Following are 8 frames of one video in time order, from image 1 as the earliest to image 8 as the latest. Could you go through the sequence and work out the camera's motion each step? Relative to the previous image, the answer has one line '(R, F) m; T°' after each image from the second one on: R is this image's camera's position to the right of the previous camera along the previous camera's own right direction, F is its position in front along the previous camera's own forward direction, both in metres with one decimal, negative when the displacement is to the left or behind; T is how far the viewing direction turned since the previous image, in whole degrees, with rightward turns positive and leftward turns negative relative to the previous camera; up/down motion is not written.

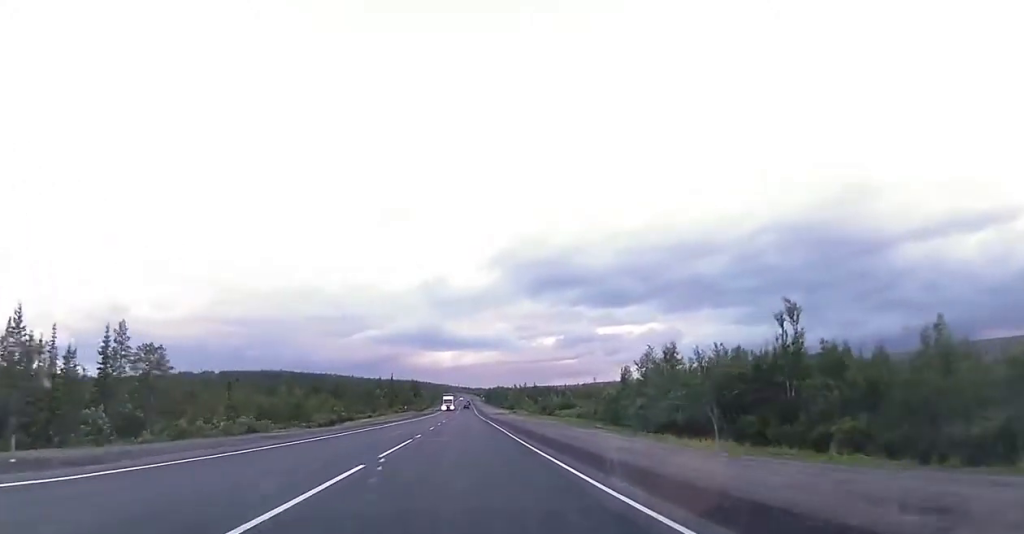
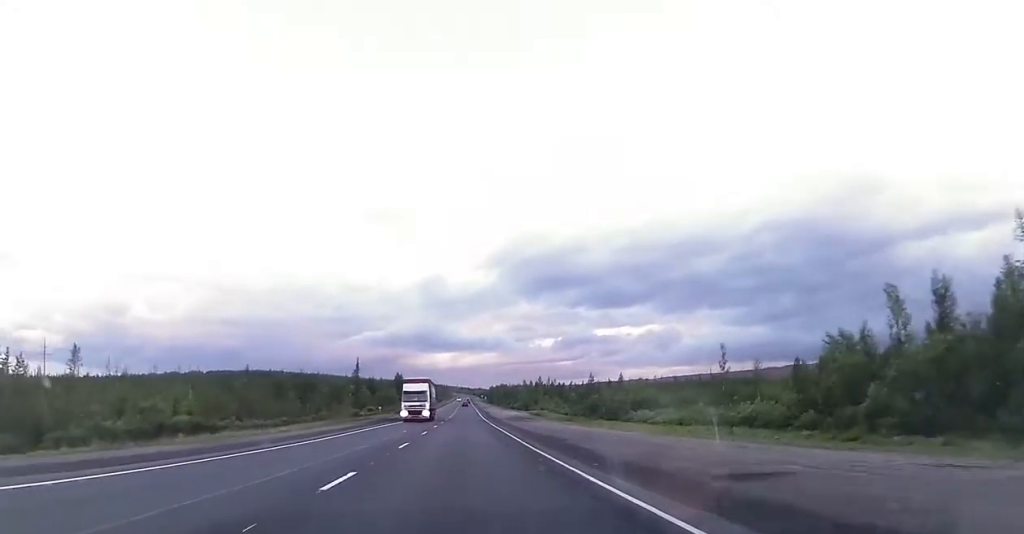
(+0.4, +54.7) m; 0°
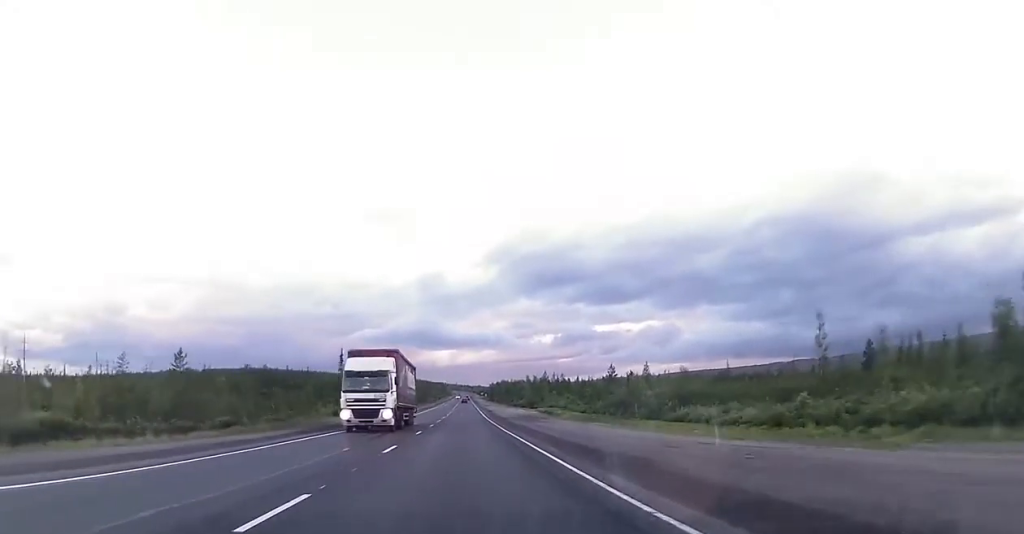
(-0.2, +15.6) m; 0°
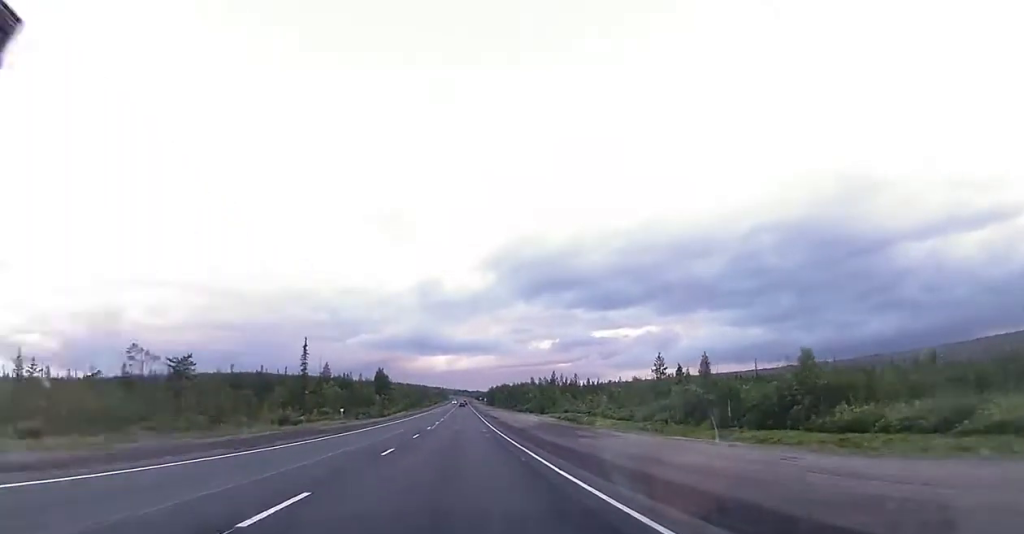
(+0.3, +23.4) m; +1°
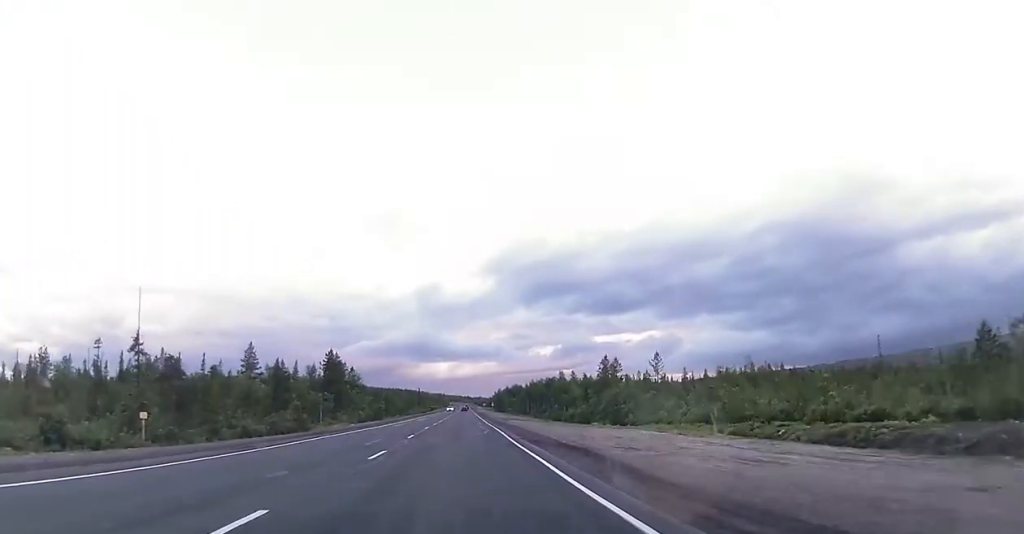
(-0.2, +61.7) m; -1°
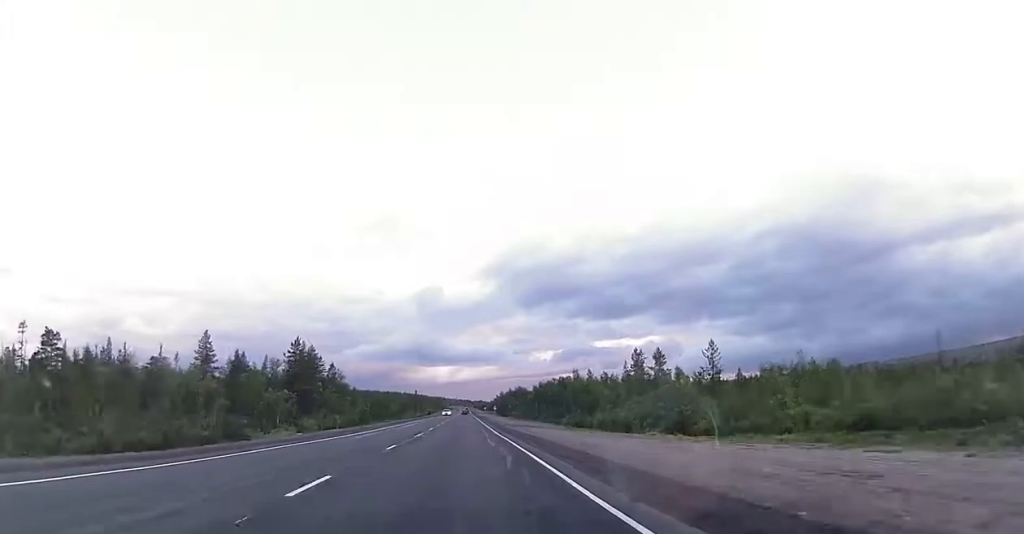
(-0.1, +19.6) m; 0°
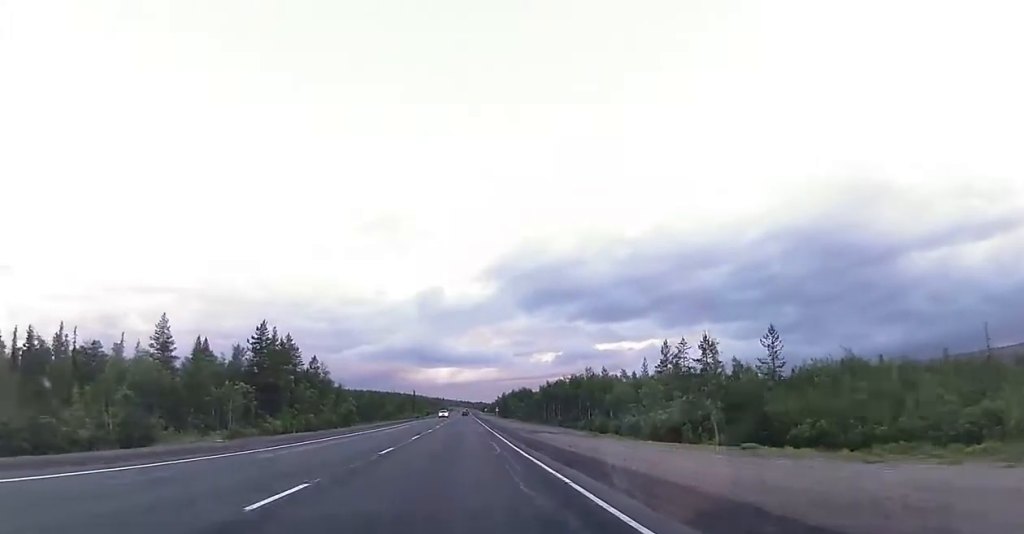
(+0.1, +13.6) m; 0°
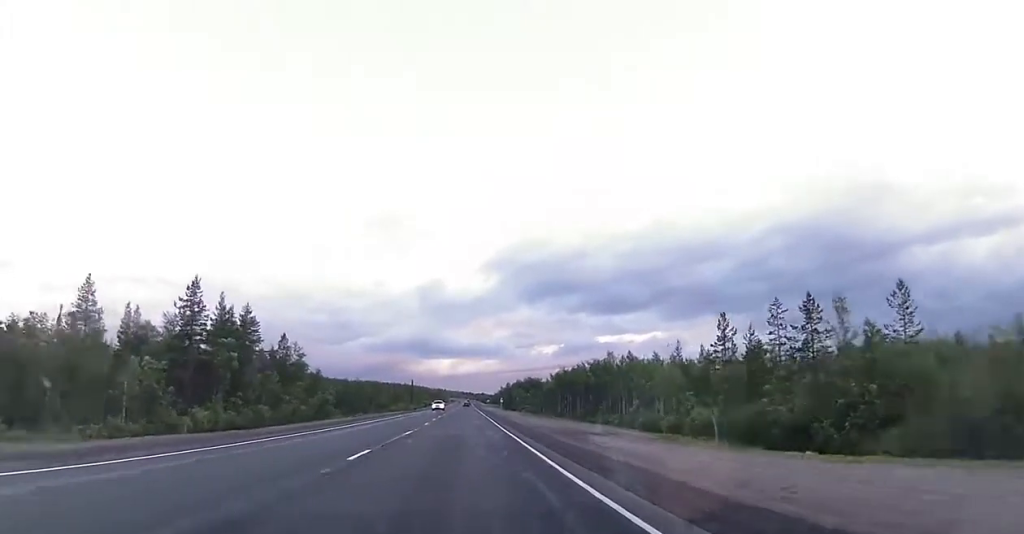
(0.0, +17.5) m; 0°
